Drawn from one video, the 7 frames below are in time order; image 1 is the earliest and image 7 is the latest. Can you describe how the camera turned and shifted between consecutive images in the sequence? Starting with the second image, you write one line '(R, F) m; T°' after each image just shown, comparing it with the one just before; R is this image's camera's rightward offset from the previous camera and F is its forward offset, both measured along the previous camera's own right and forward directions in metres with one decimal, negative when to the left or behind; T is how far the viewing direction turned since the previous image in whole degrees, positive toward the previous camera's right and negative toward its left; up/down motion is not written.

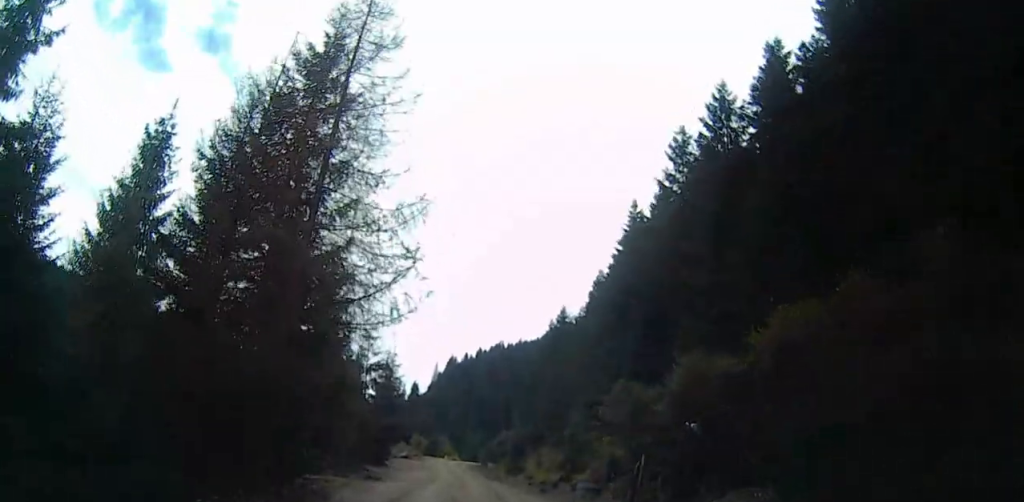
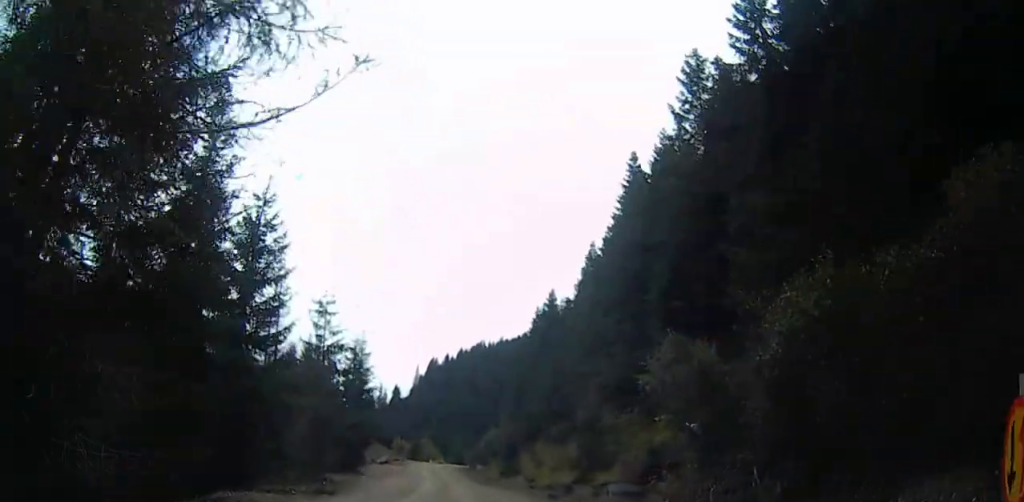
(-0.1, +8.2) m; 0°
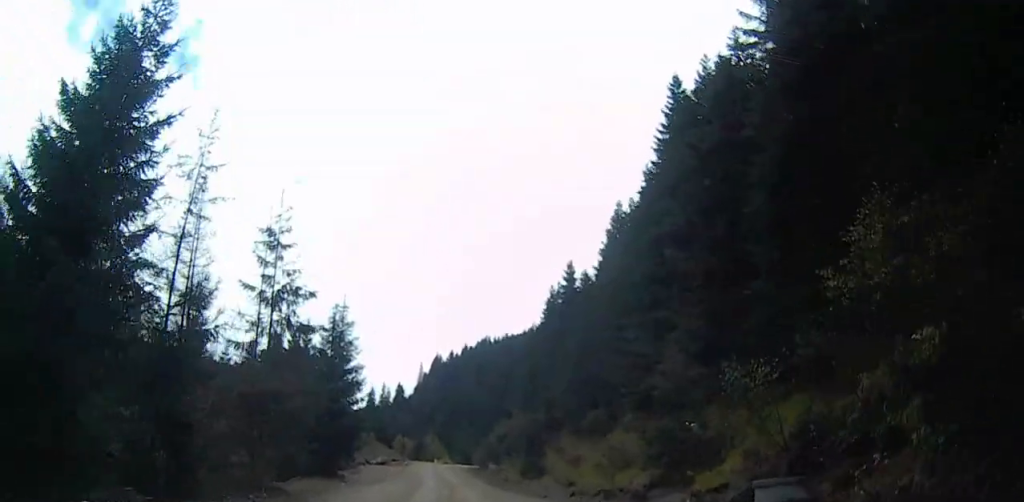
(+0.2, +9.4) m; 0°
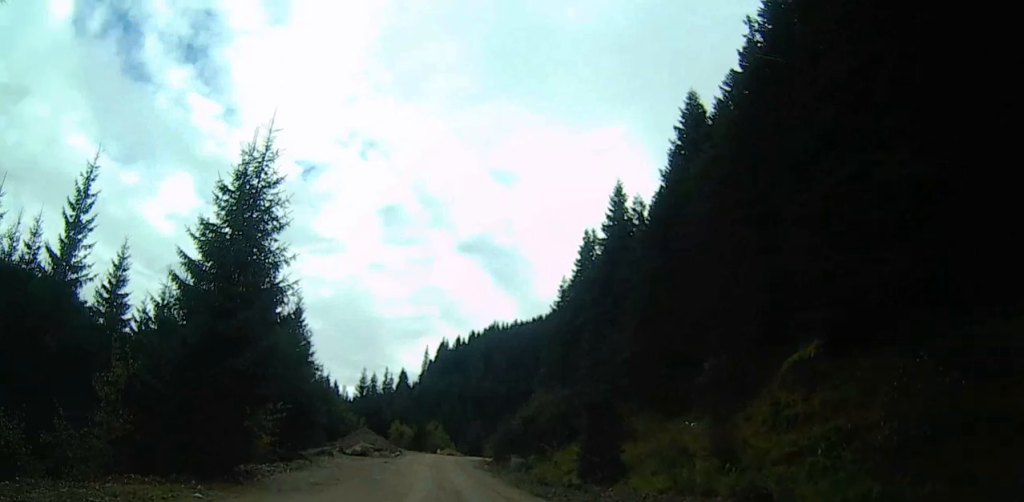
(-0.9, +17.2) m; -2°
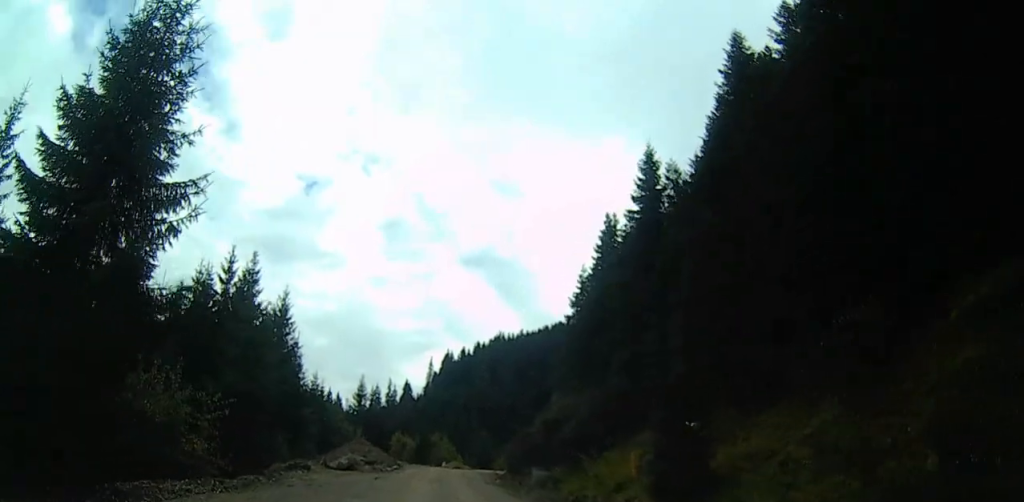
(+0.2, +7.7) m; +3°
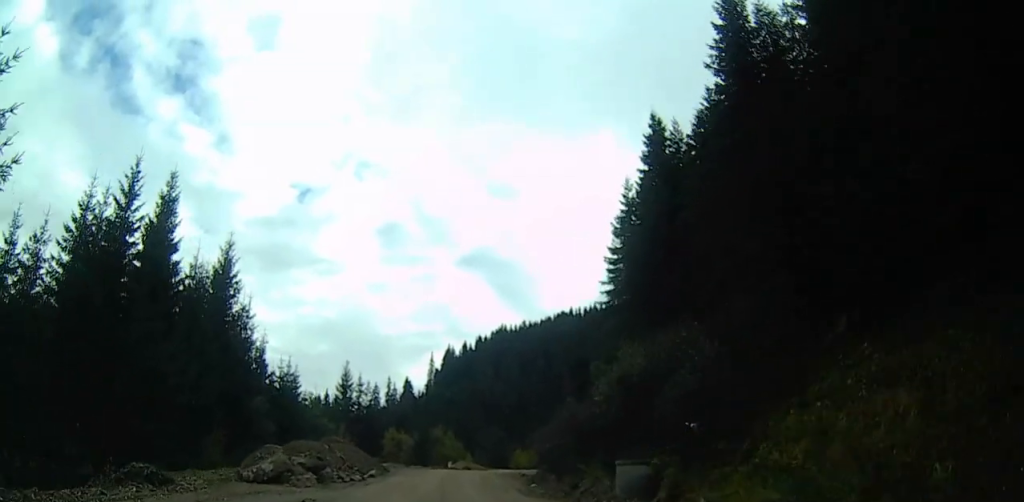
(+0.5, +15.8) m; -1°
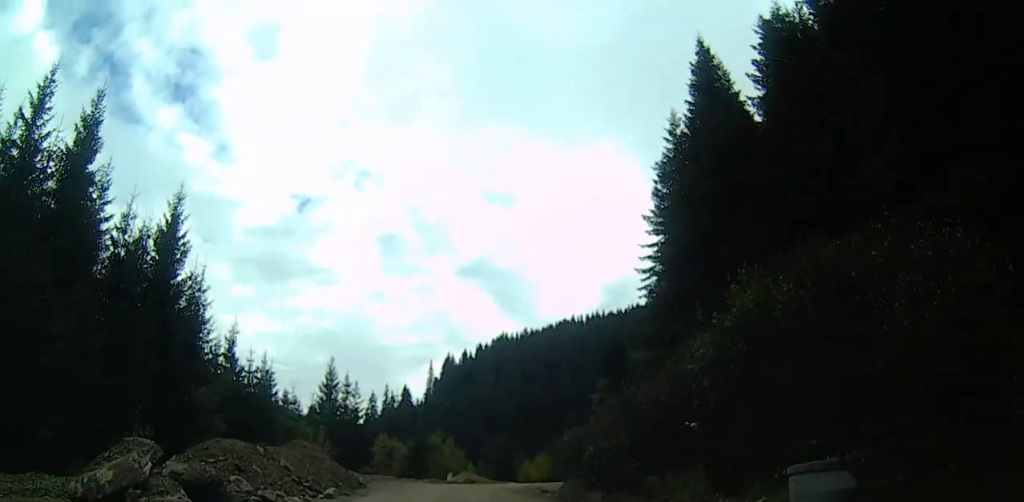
(-0.4, +10.1) m; 0°
